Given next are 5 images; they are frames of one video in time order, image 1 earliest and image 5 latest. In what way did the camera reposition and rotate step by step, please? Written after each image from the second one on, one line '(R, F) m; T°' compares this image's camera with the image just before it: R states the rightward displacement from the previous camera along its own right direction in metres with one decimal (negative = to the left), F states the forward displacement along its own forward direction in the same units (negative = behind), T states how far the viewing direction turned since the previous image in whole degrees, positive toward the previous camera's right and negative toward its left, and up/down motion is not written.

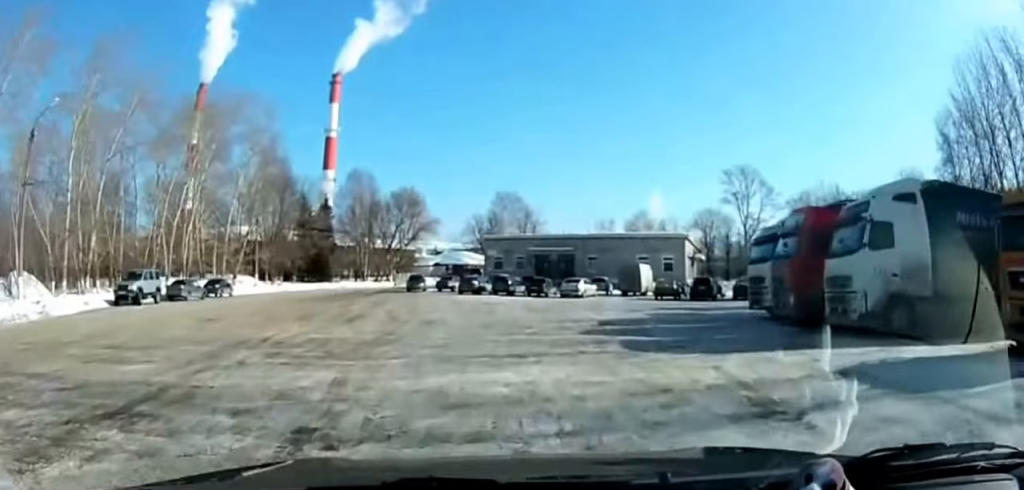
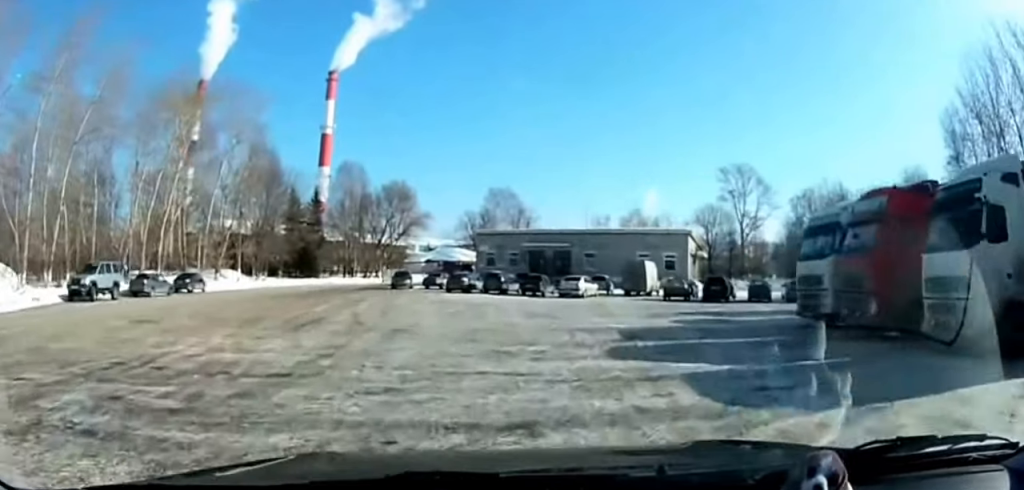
(+0.2, +4.9) m; +2°
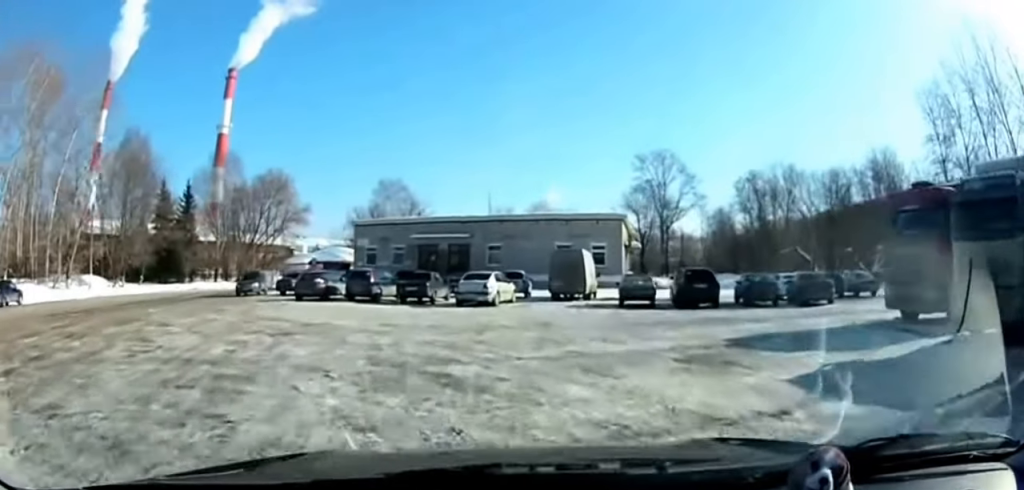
(+0.7, +13.2) m; +10°
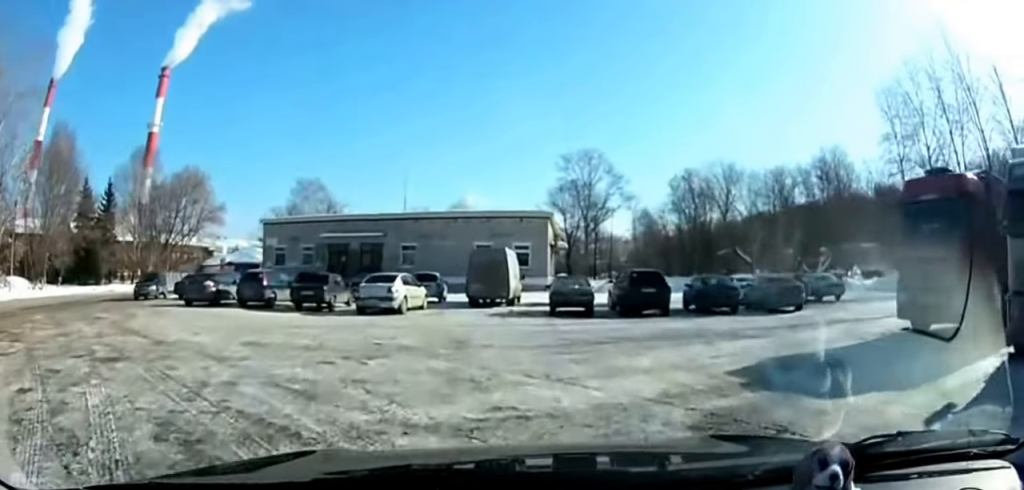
(+0.1, +3.9) m; +8°
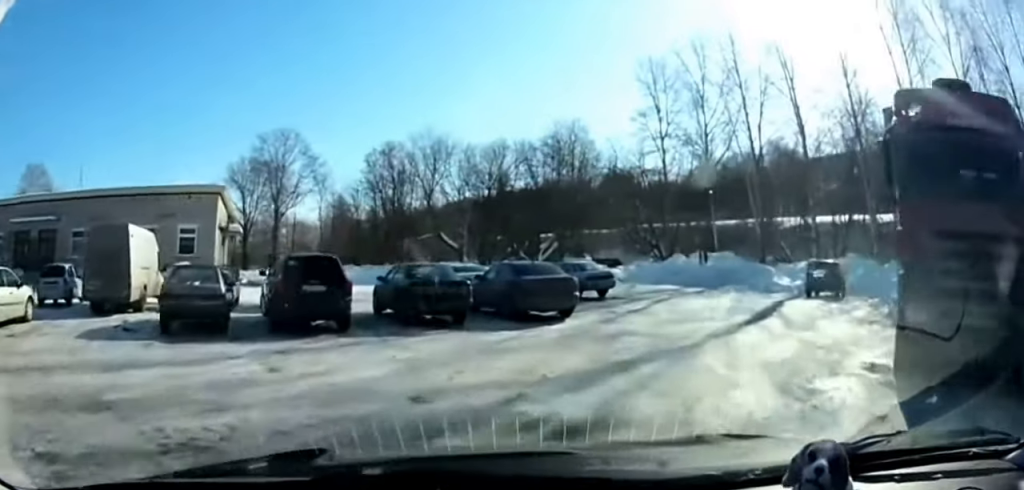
(+2.0, +8.3) m; +29°
